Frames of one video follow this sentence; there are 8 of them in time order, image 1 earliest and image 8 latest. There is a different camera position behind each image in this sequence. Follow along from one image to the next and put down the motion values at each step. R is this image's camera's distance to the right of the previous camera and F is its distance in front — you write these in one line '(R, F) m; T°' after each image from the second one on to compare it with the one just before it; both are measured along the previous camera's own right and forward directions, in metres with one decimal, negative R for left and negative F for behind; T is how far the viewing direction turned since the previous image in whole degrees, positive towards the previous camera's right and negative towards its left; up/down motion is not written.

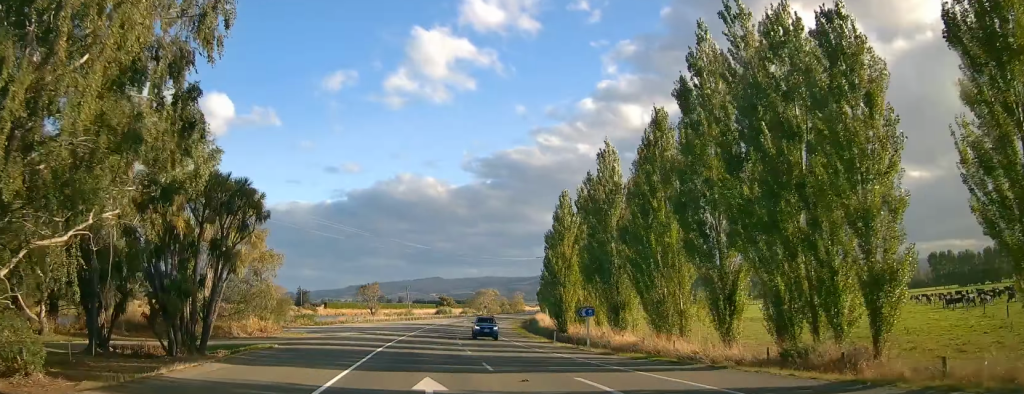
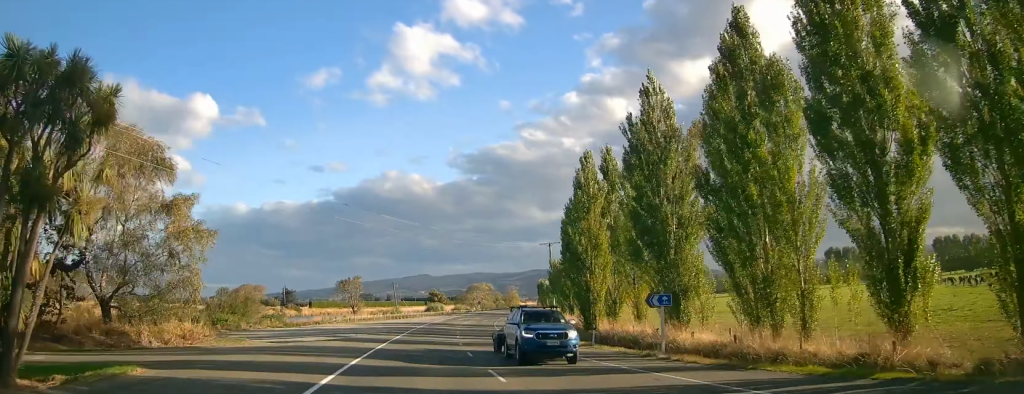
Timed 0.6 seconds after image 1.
(-0.2, +13.5) m; +1°
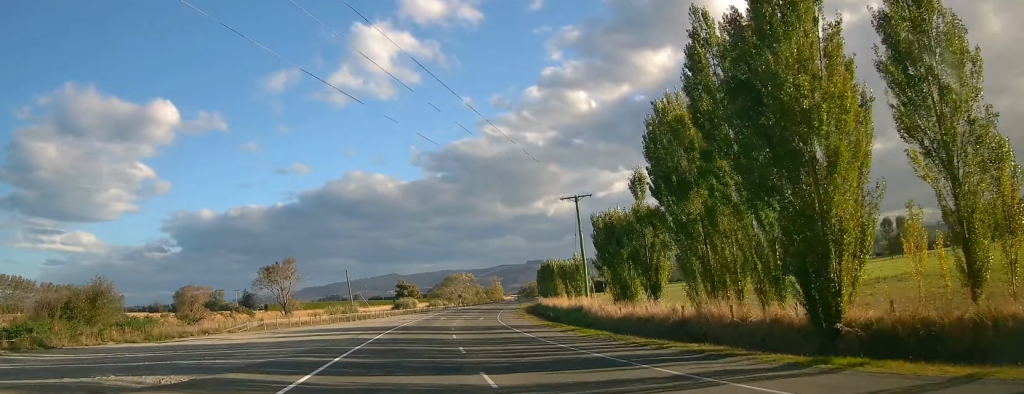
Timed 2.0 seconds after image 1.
(+1.2, +31.8) m; +7°
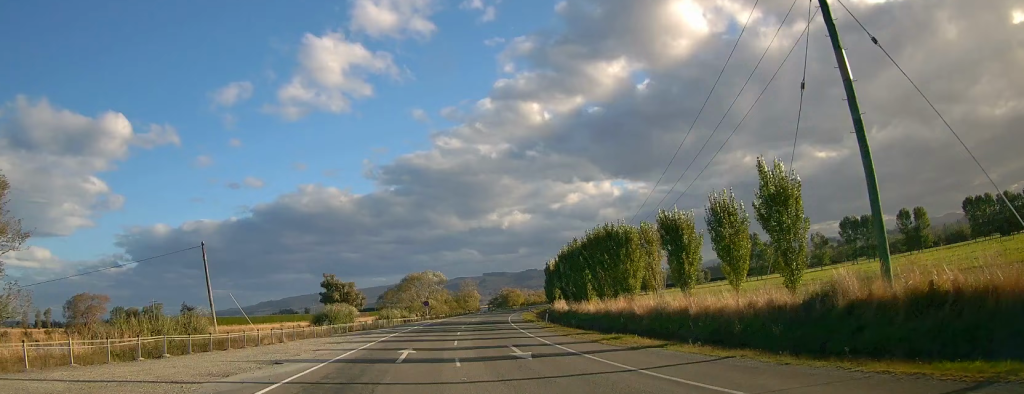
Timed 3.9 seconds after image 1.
(+0.9, +44.1) m; +1°
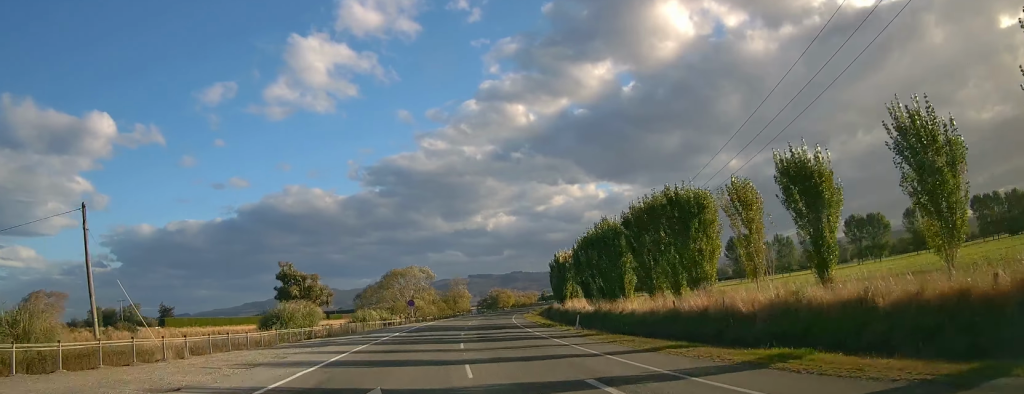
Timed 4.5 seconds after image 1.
(0.0, +14.0) m; +2°
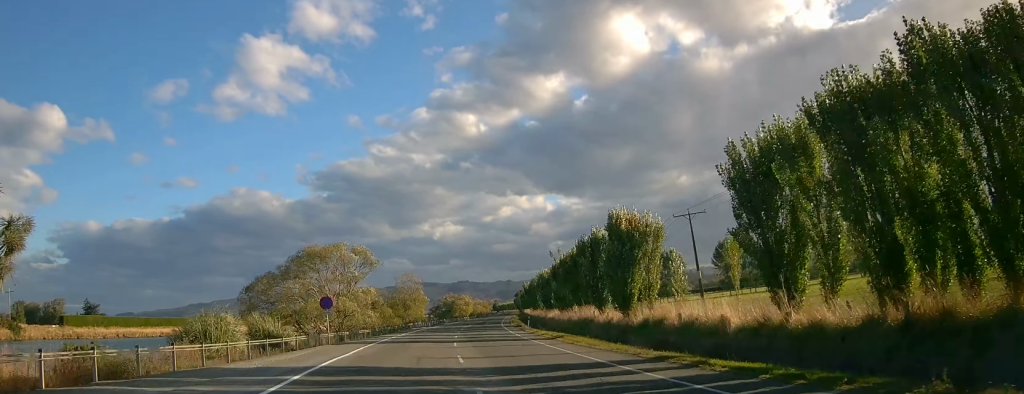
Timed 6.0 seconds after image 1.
(+2.7, +35.0) m; +4°
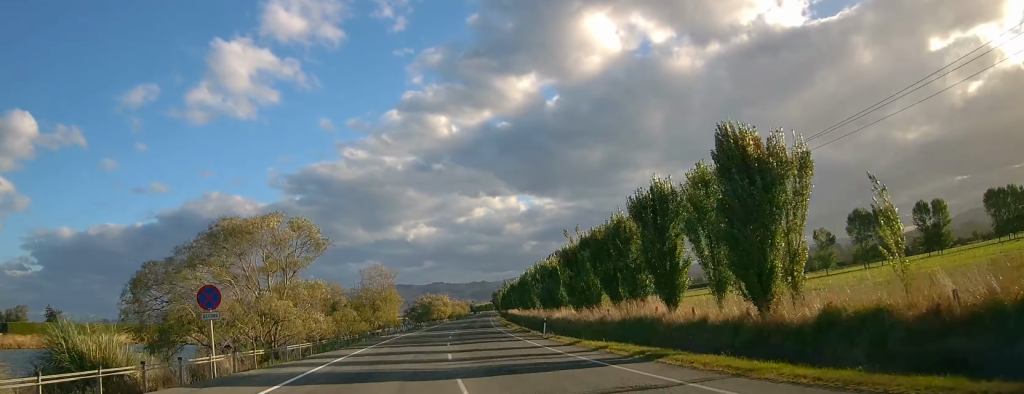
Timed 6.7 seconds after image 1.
(-0.4, +17.2) m; +2°
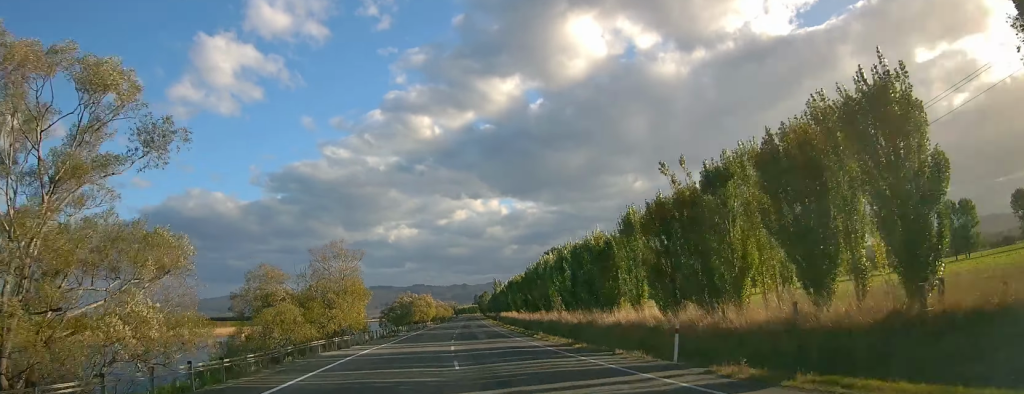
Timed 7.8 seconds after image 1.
(+0.9, +24.2) m; +4°
